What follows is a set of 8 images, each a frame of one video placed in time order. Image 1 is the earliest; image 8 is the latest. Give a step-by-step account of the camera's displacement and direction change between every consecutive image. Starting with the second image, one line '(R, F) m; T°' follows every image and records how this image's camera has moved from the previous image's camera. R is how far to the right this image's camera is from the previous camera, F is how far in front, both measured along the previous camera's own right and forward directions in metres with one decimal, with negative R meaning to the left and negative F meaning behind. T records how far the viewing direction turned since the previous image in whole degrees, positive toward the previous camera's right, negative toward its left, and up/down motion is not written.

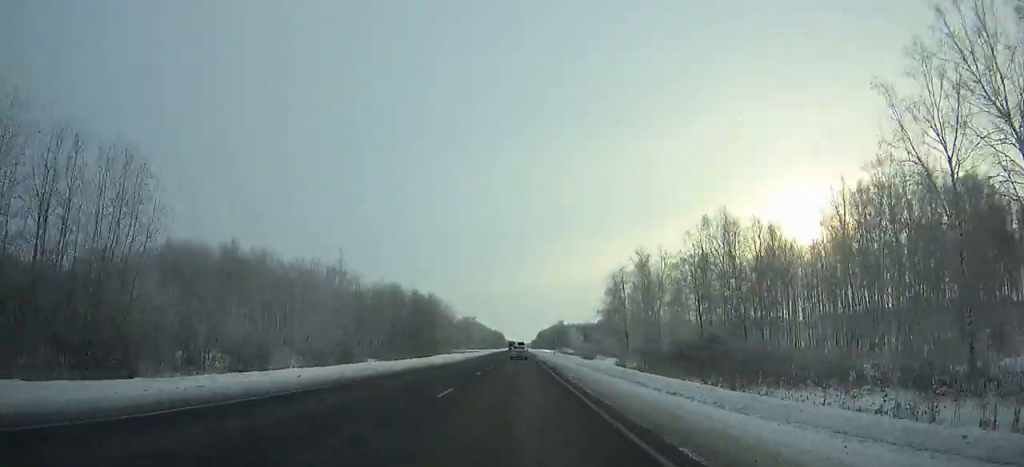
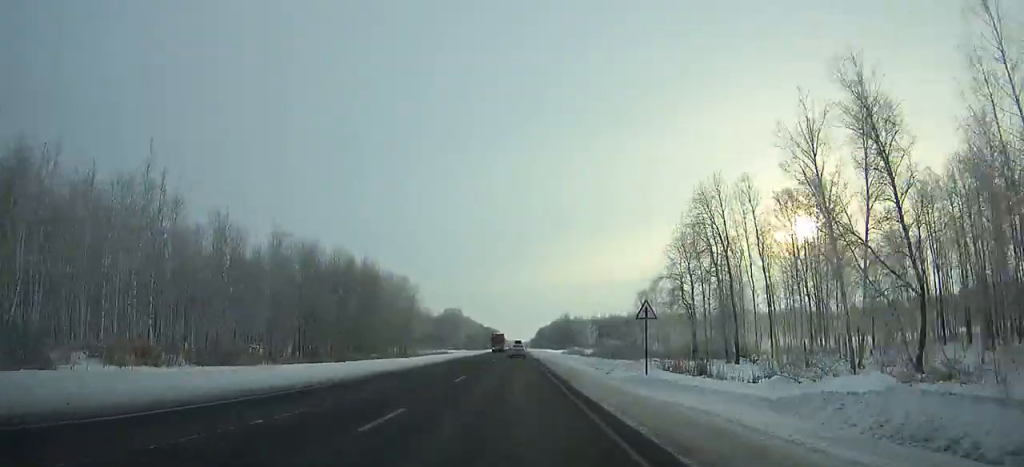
(-0.1, +66.3) m; 0°
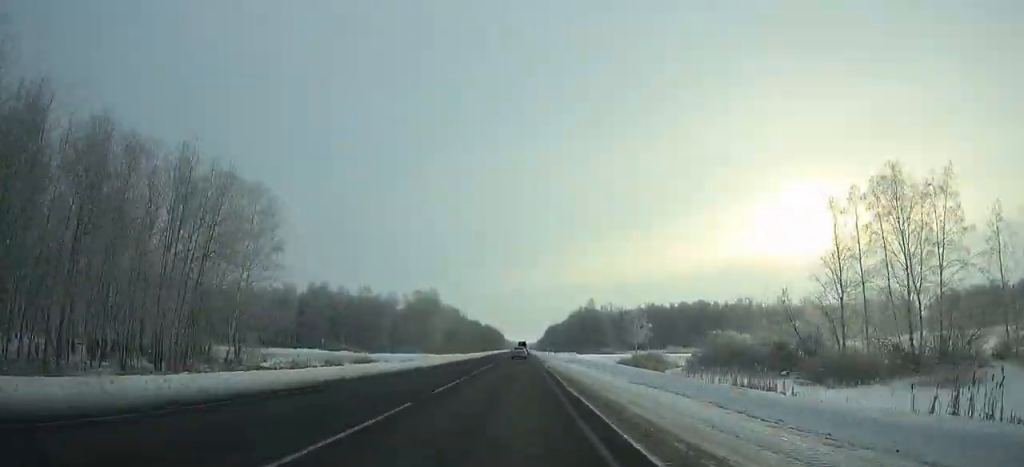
(-0.4, +89.0) m; 0°
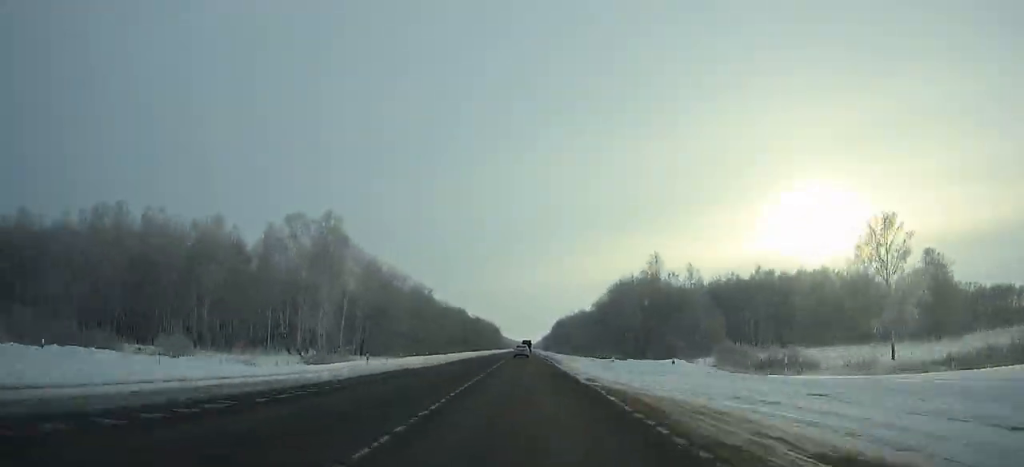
(+0.1, +100.1) m; 0°
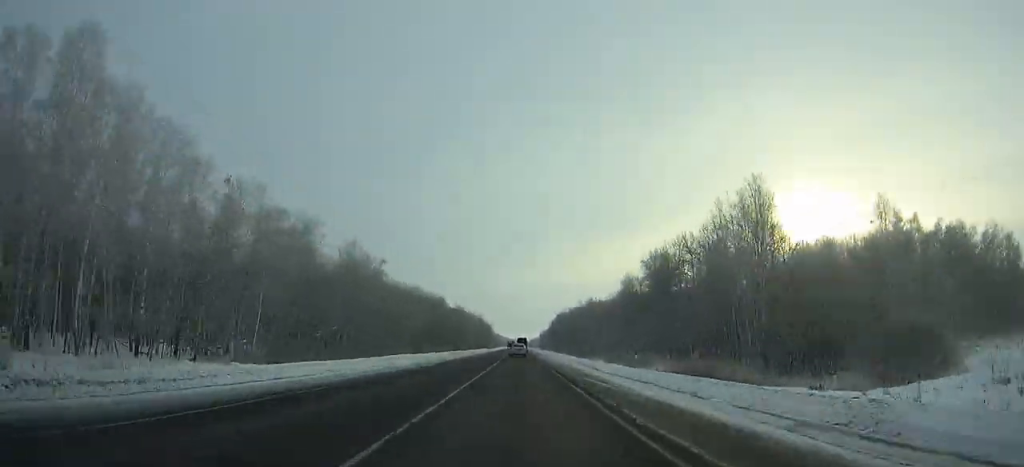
(+0.2, +51.3) m; 0°
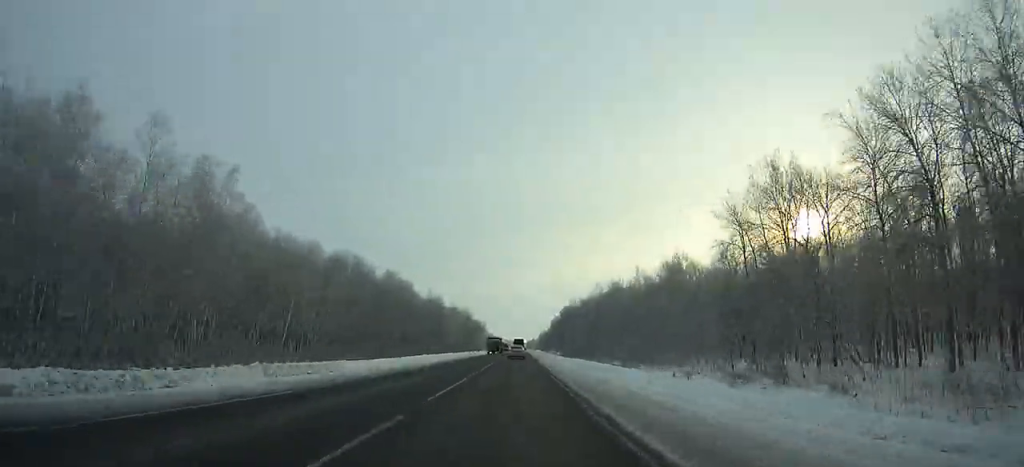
(+0.1, +60.0) m; 0°
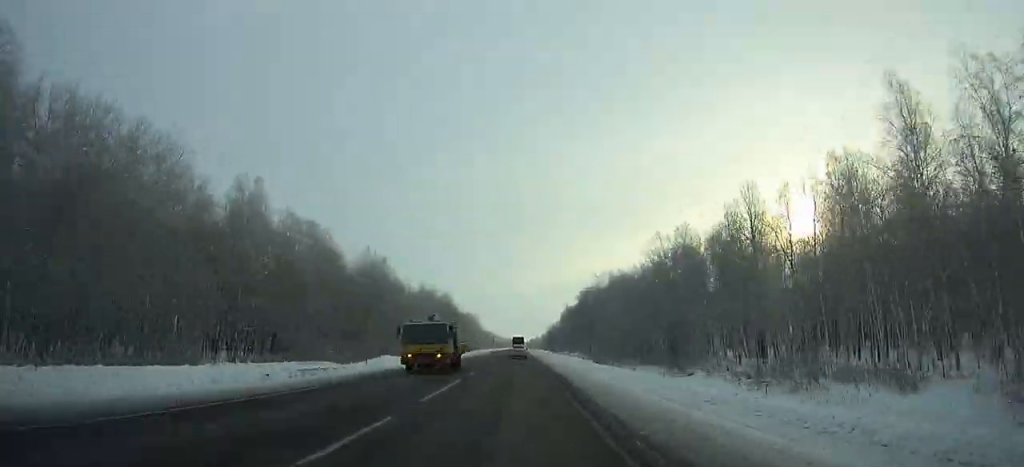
(-0.1, +70.9) m; 0°
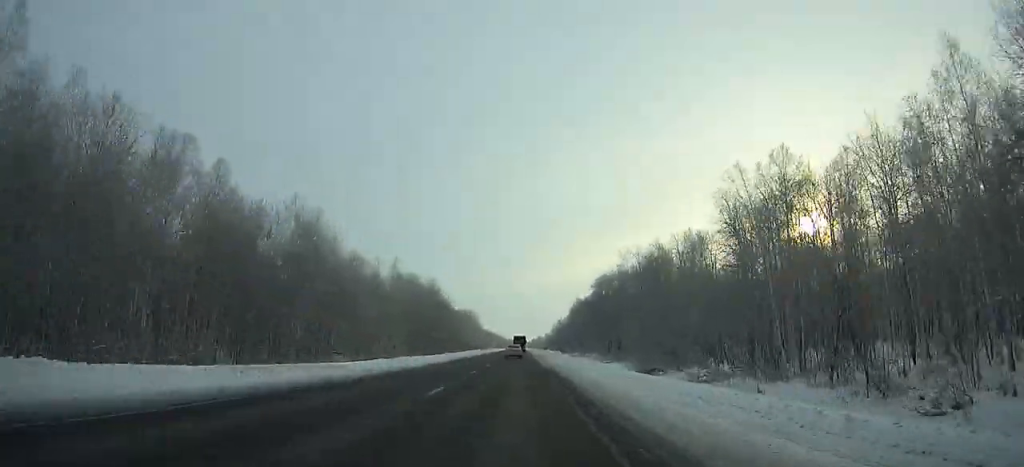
(0.0, +35.3) m; 0°
